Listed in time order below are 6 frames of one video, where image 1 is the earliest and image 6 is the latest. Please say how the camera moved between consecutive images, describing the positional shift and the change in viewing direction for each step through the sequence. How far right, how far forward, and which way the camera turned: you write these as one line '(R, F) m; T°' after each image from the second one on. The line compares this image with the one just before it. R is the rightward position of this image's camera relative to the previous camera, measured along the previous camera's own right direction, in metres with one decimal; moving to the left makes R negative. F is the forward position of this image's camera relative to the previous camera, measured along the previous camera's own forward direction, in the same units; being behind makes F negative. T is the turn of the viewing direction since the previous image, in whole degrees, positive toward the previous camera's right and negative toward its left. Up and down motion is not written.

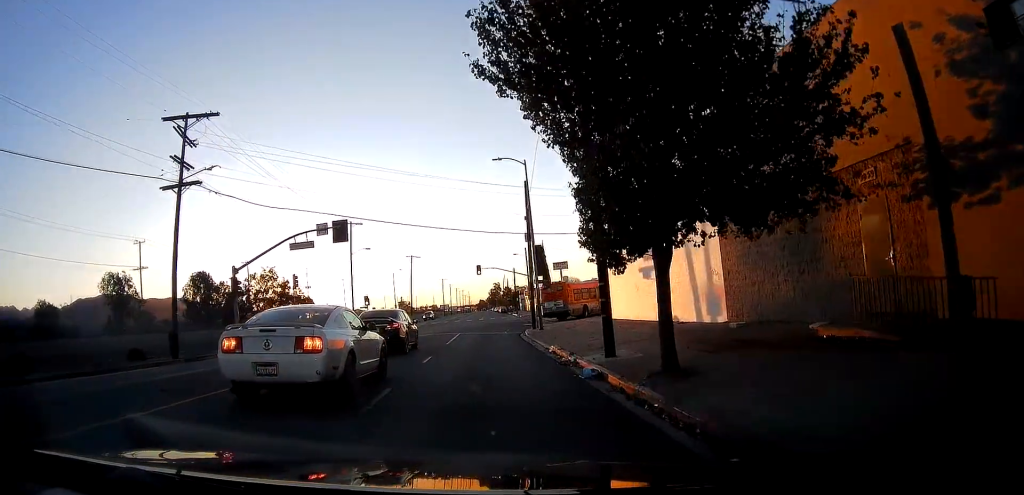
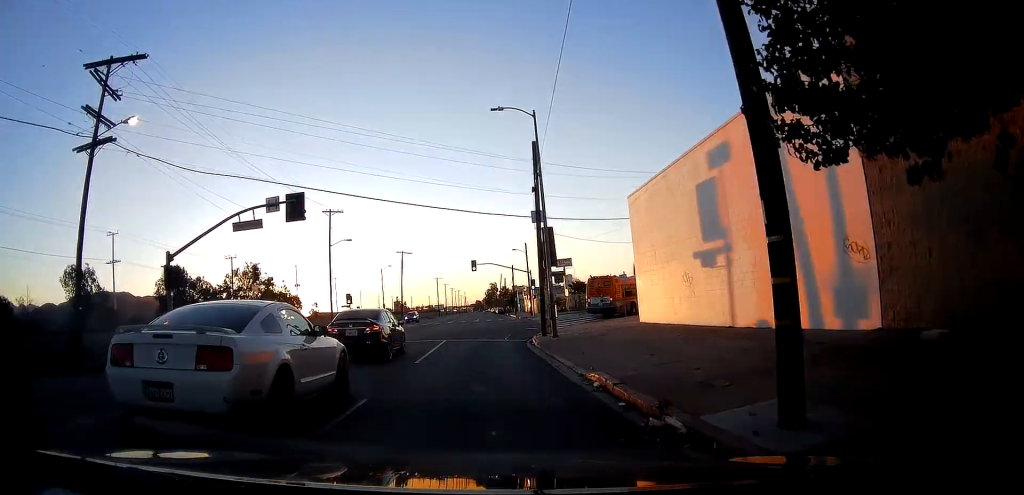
(-0.4, +8.4) m; 0°
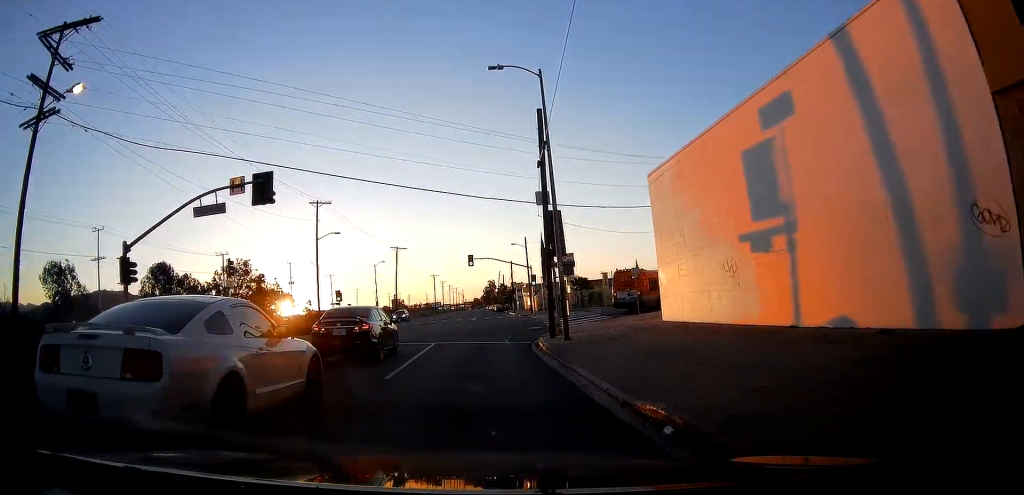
(-0.1, +4.2) m; 0°
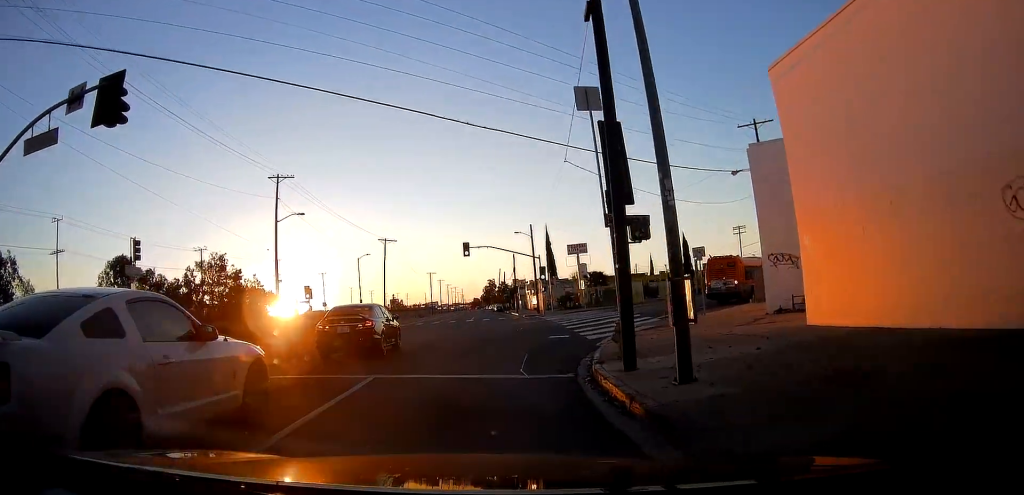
(+0.4, +11.8) m; +3°
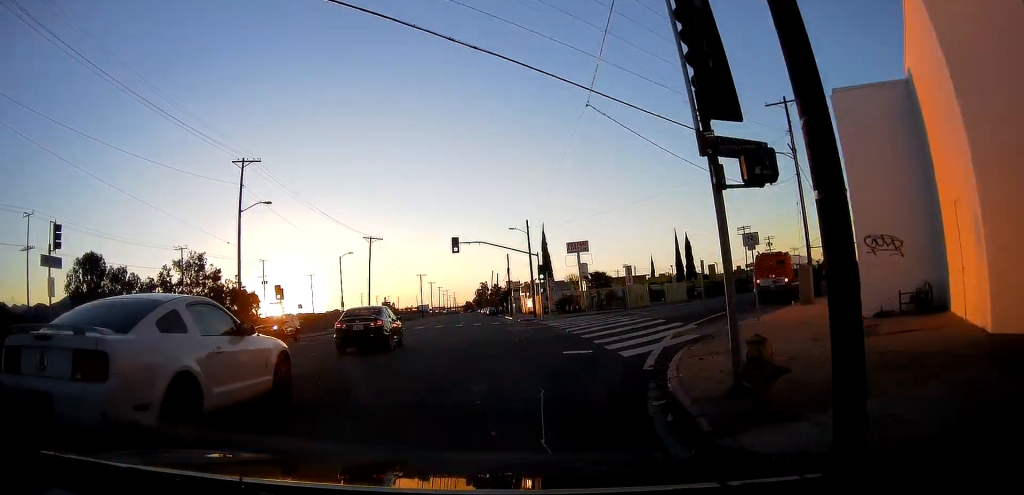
(-0.1, +6.4) m; +3°
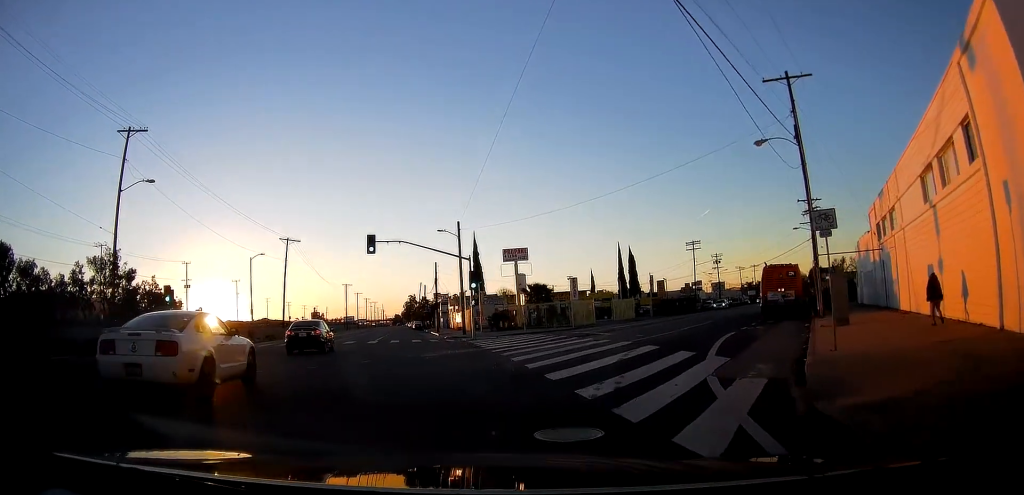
(+0.8, +8.7) m; +10°
